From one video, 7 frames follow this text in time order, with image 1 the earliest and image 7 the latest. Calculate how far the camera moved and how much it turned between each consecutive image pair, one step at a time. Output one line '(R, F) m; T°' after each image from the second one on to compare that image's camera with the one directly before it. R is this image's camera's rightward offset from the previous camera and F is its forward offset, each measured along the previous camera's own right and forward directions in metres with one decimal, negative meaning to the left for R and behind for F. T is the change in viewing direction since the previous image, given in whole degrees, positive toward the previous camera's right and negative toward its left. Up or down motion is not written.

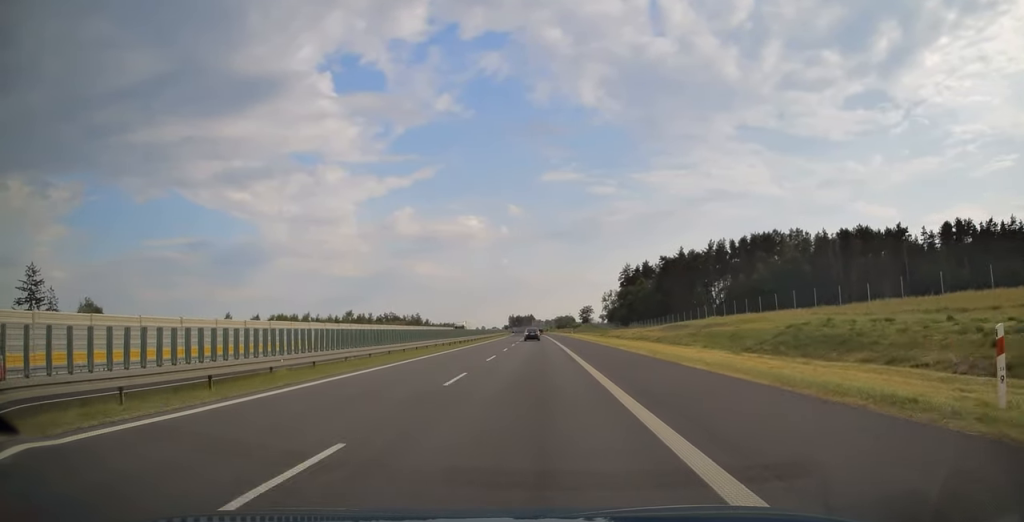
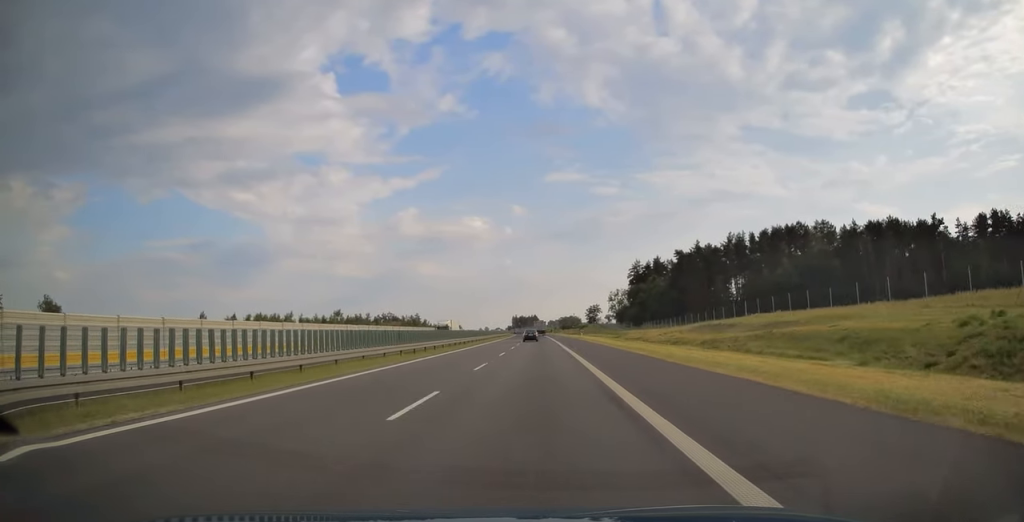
(0.0, +17.6) m; 0°
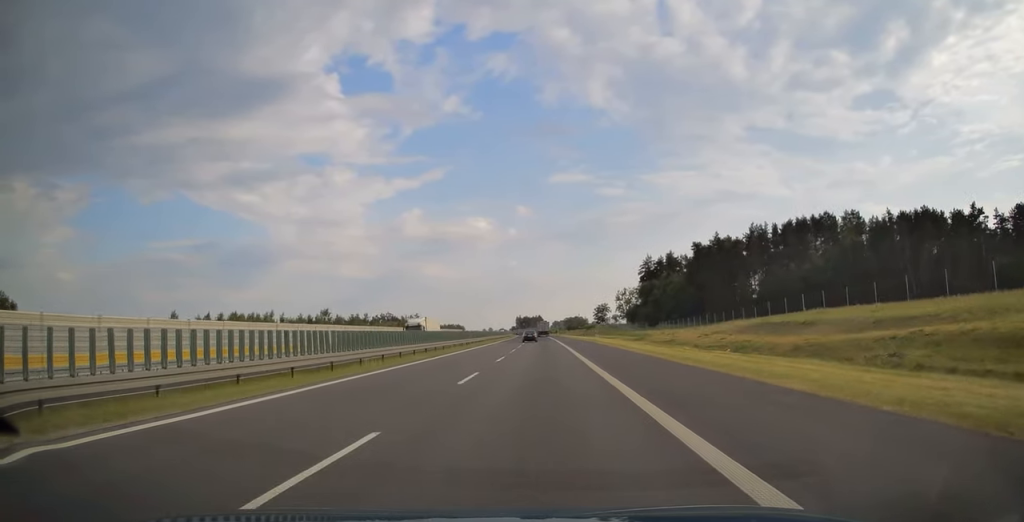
(-0.1, +17.1) m; 0°
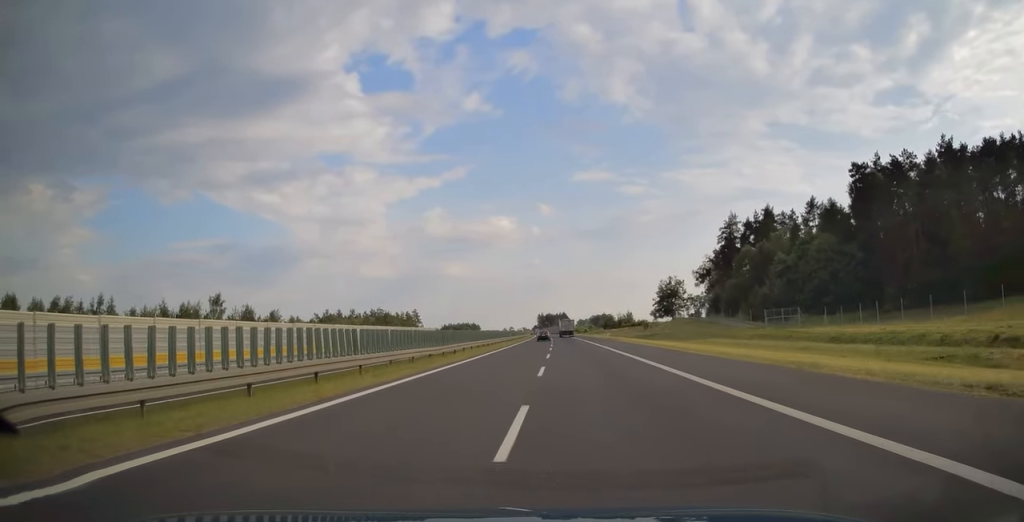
(-1.4, +81.5) m; -2°
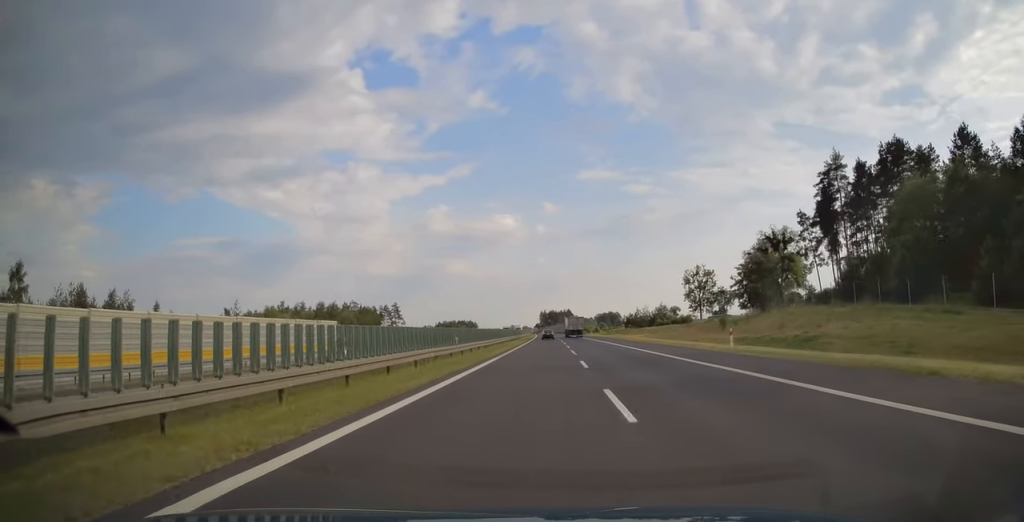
(-0.5, +56.7) m; -1°
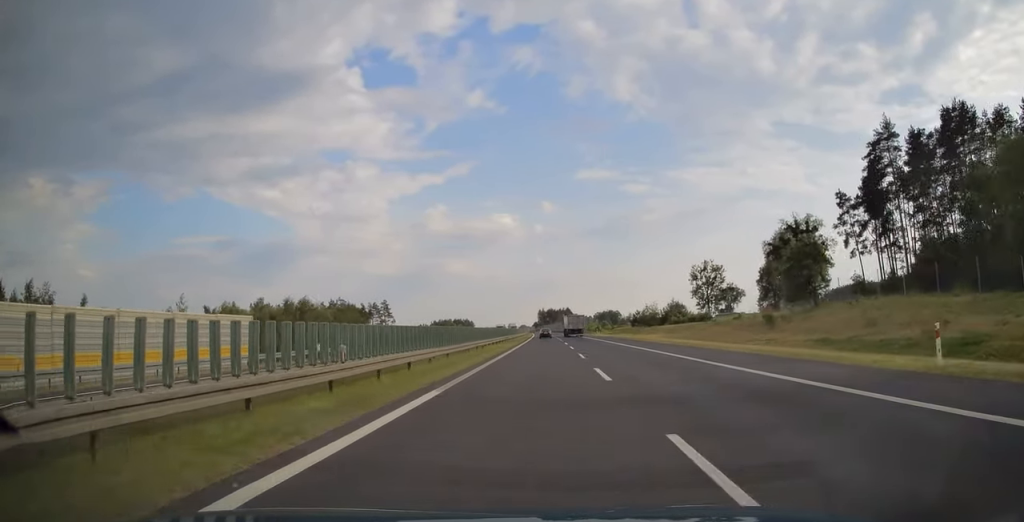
(0.0, +17.7) m; 0°
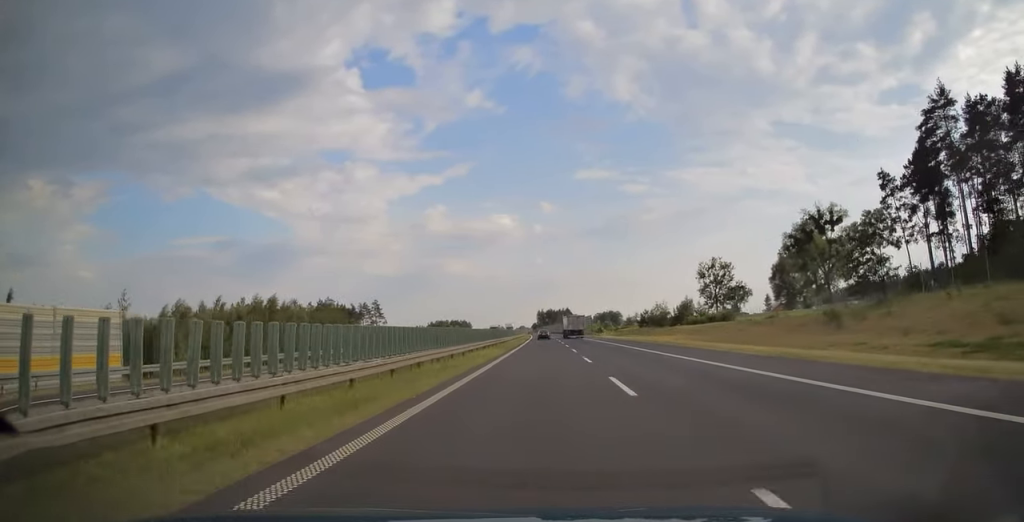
(-0.1, +14.8) m; 0°
